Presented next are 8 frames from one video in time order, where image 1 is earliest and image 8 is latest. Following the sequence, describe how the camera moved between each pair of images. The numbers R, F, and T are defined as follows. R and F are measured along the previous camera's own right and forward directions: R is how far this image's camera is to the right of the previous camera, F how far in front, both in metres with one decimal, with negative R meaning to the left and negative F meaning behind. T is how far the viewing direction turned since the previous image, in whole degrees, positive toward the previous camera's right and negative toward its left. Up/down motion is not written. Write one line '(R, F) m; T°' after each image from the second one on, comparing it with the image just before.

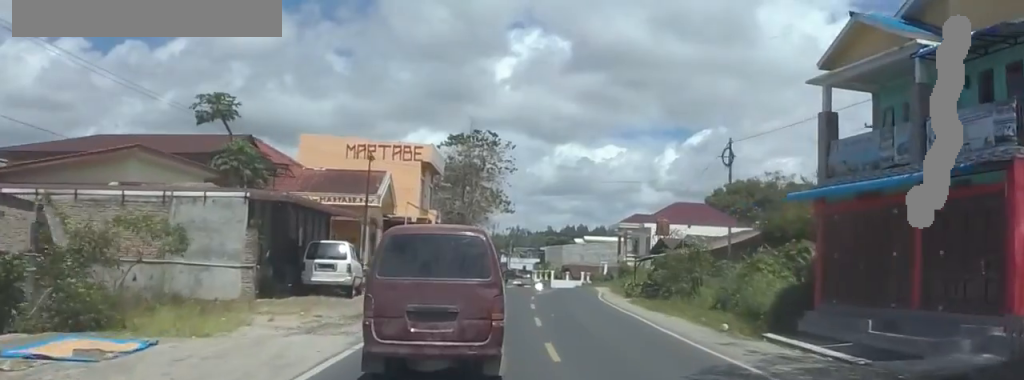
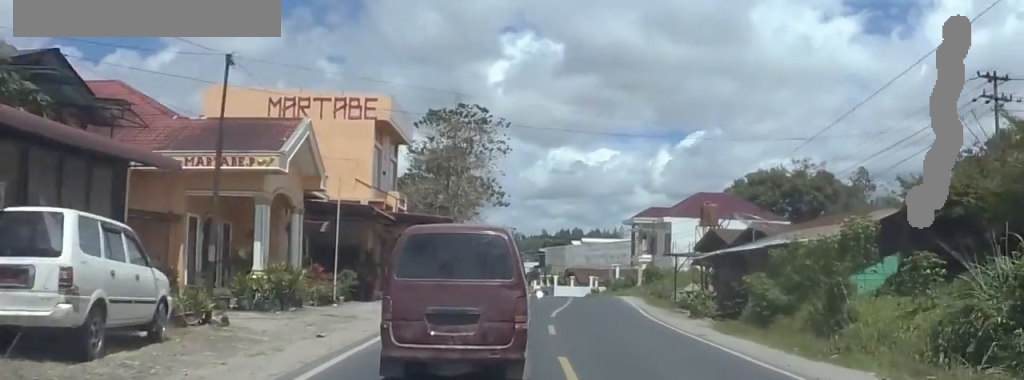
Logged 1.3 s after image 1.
(+0.8, +18.3) m; 0°
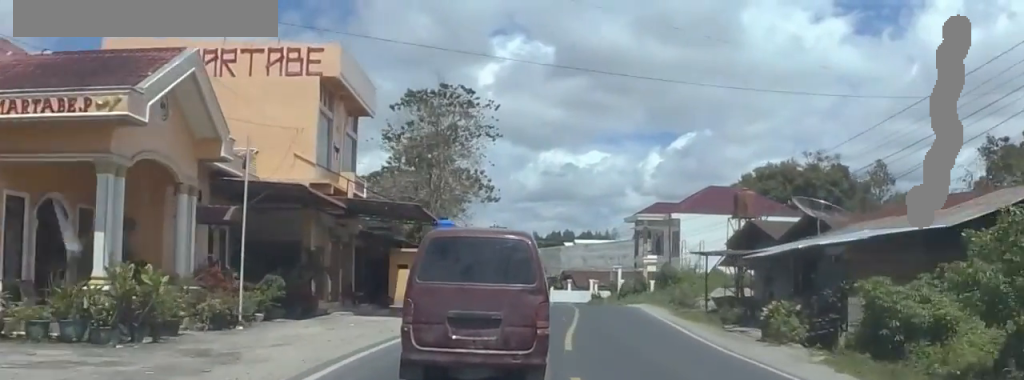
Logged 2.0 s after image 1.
(-0.7, +10.2) m; 0°
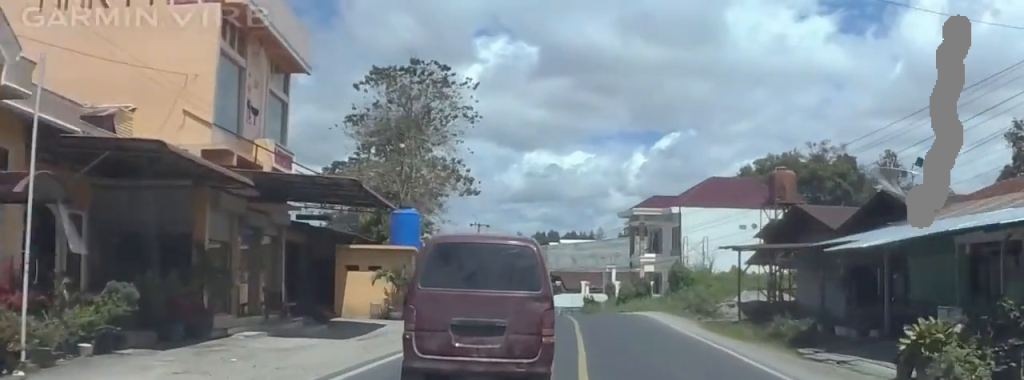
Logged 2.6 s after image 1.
(-0.3, +8.9) m; 0°
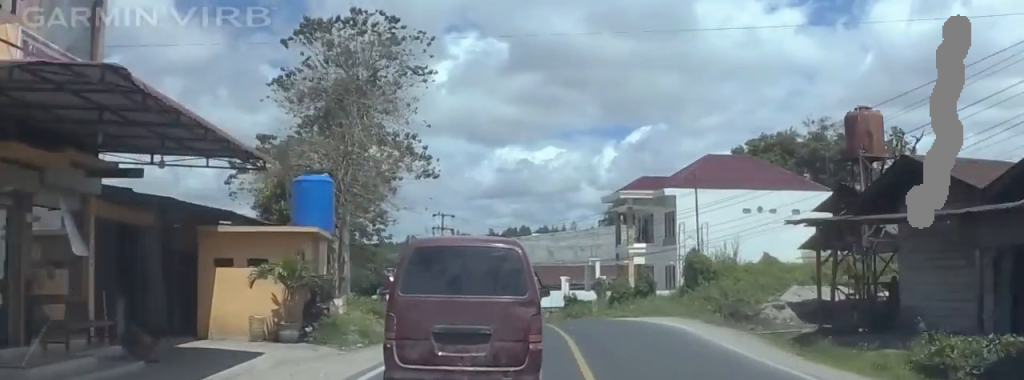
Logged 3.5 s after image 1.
(+1.1, +11.5) m; 0°
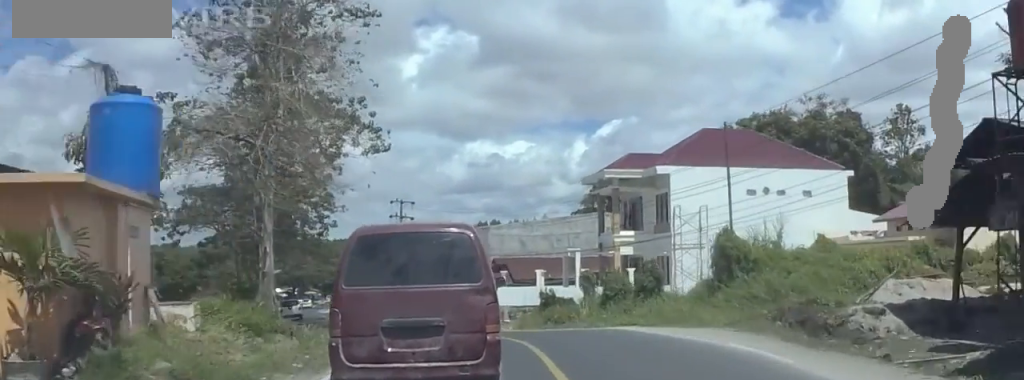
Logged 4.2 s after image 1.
(-1.2, +10.3) m; 0°
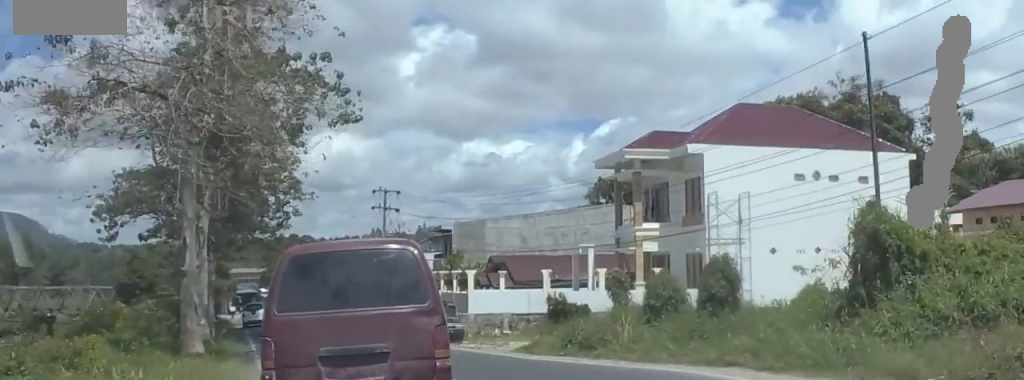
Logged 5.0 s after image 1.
(+0.7, +10.2) m; +1°
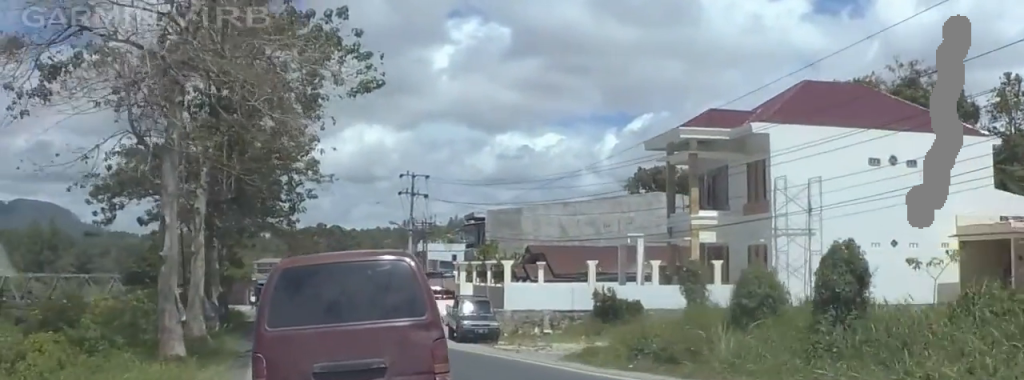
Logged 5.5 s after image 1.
(+0.4, +5.4) m; 0°
